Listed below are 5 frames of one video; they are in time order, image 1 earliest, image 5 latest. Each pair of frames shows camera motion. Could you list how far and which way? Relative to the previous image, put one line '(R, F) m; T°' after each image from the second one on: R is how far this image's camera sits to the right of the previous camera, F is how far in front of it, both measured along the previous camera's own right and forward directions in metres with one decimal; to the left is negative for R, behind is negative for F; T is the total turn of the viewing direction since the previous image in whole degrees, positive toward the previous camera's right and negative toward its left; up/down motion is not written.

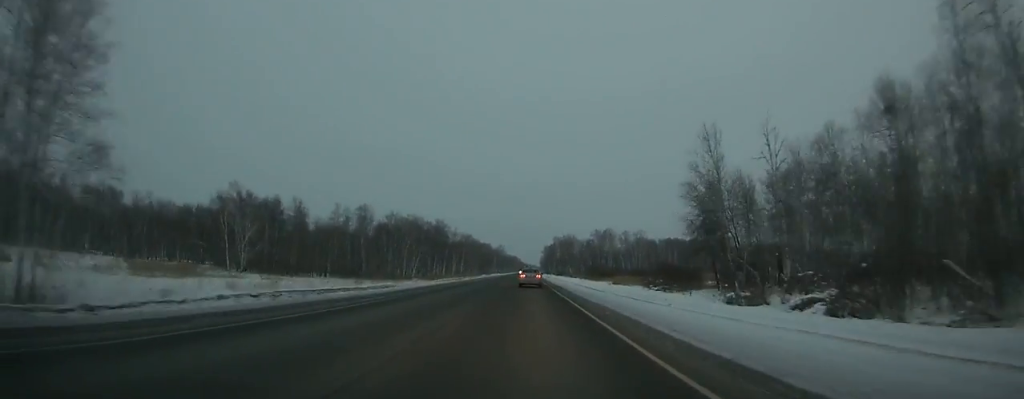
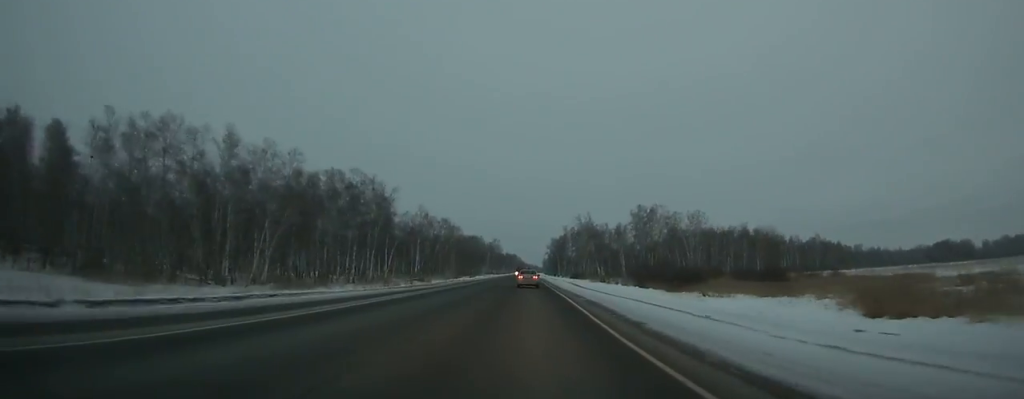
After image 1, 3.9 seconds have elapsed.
(-0.1, +96.5) m; 0°
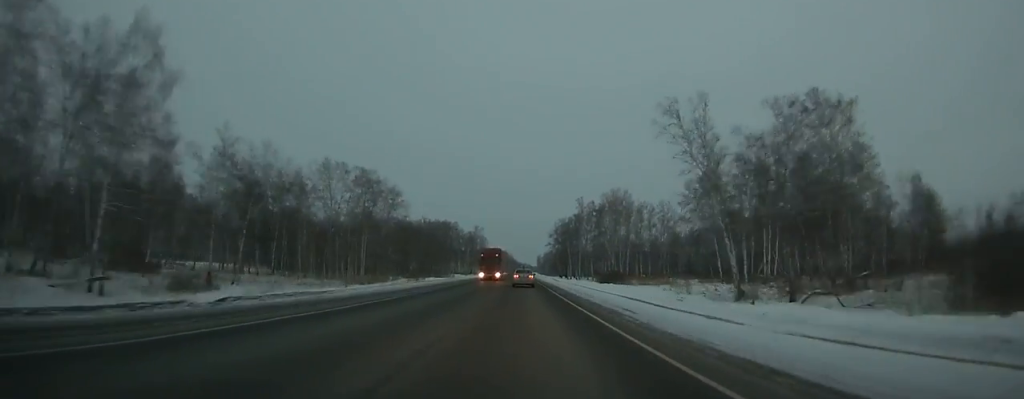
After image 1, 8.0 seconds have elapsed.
(+0.3, +102.5) m; 0°
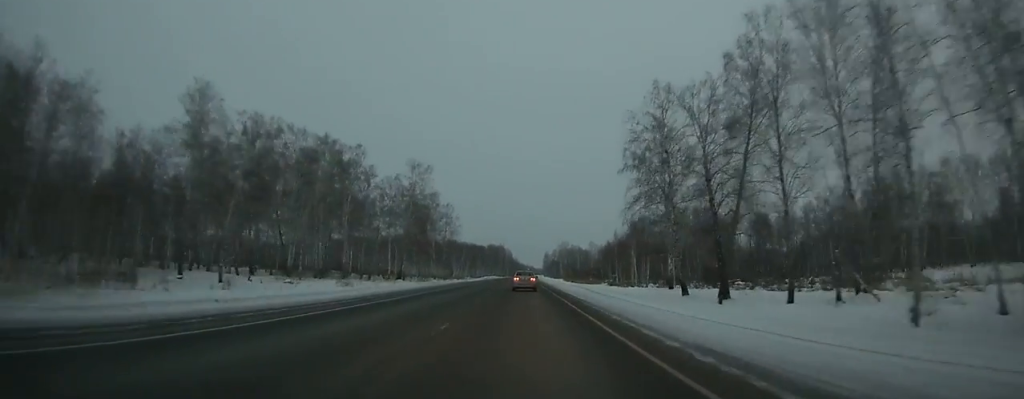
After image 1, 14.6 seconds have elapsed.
(+0.3, +166.4) m; 0°
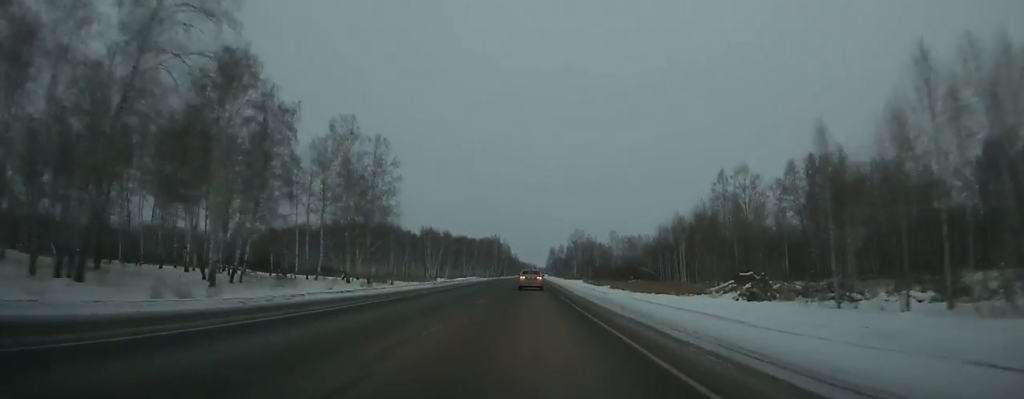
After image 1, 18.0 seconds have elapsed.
(0.0, +85.2) m; 0°
